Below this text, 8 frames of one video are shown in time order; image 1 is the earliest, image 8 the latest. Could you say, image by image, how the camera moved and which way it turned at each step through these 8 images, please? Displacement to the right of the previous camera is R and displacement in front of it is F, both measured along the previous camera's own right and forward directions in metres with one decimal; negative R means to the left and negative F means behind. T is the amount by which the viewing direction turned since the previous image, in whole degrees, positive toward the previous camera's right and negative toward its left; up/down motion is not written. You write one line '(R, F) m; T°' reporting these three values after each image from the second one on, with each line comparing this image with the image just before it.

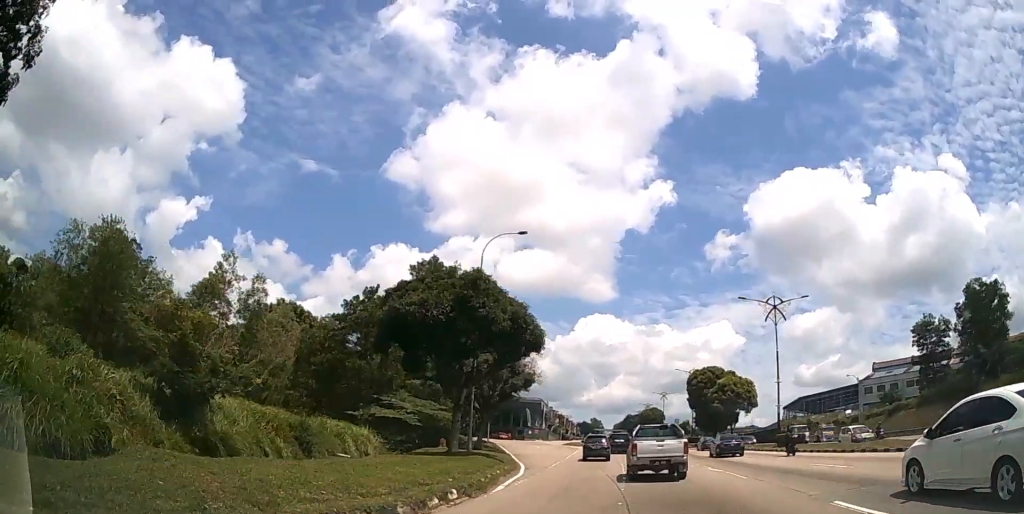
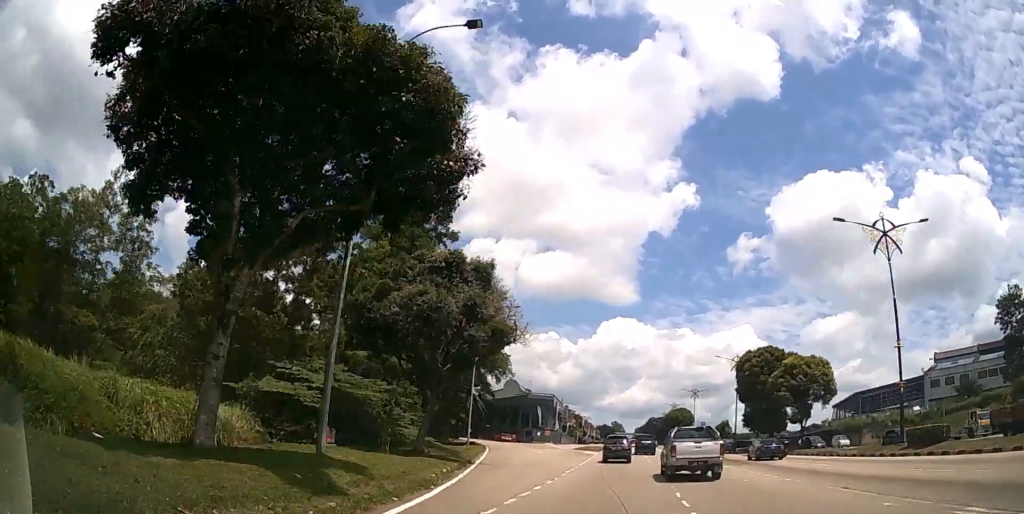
(-0.3, +17.7) m; -1°
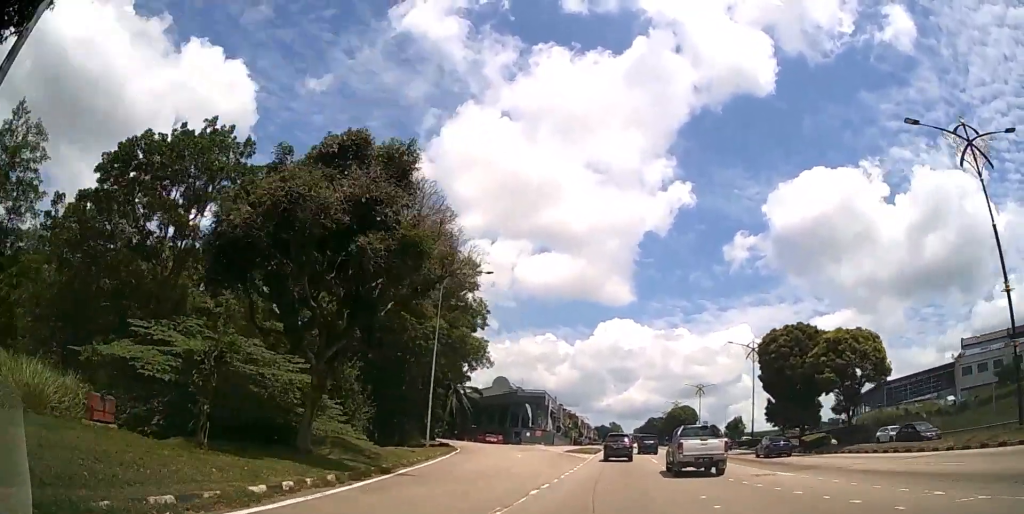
(0.0, +10.0) m; 0°
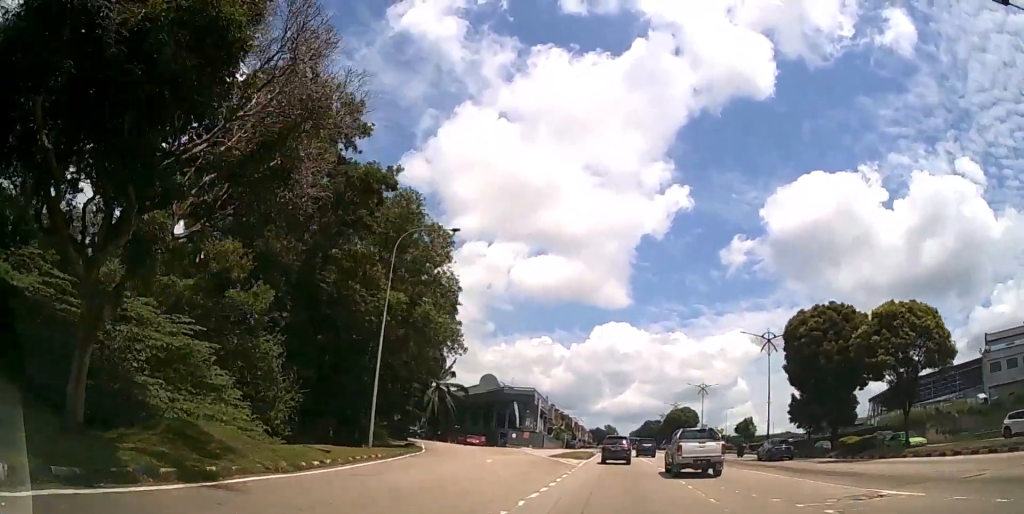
(0.0, +8.6) m; 0°
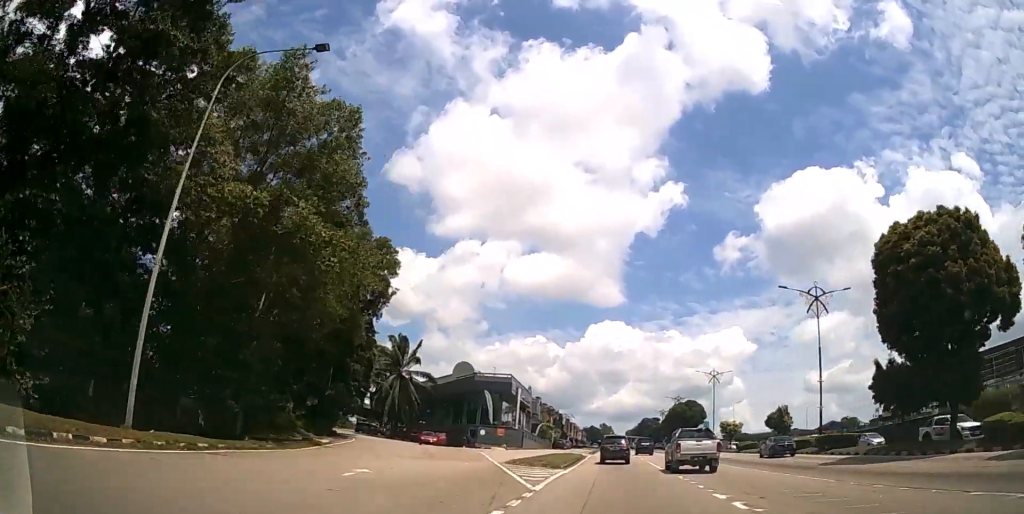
(+0.1, +16.0) m; +1°
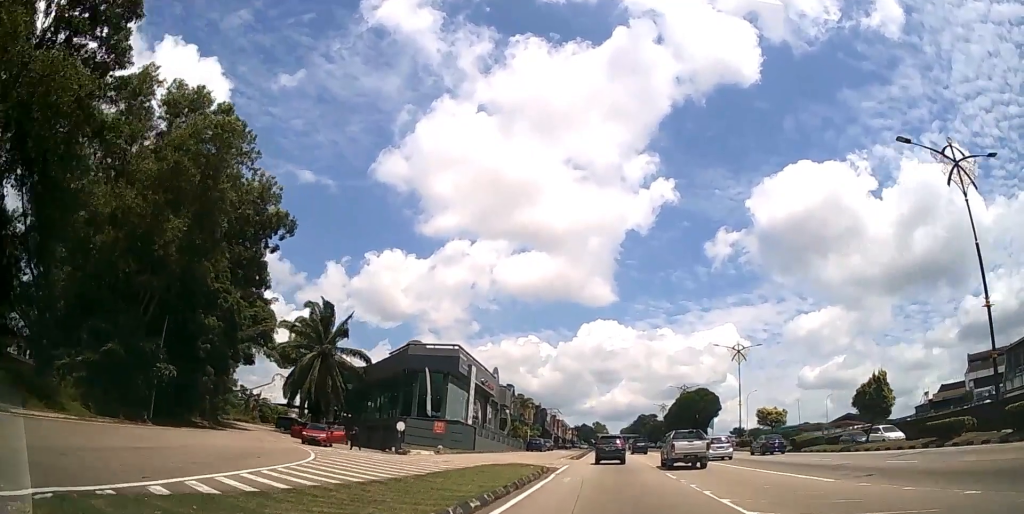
(+0.2, +21.3) m; 0°
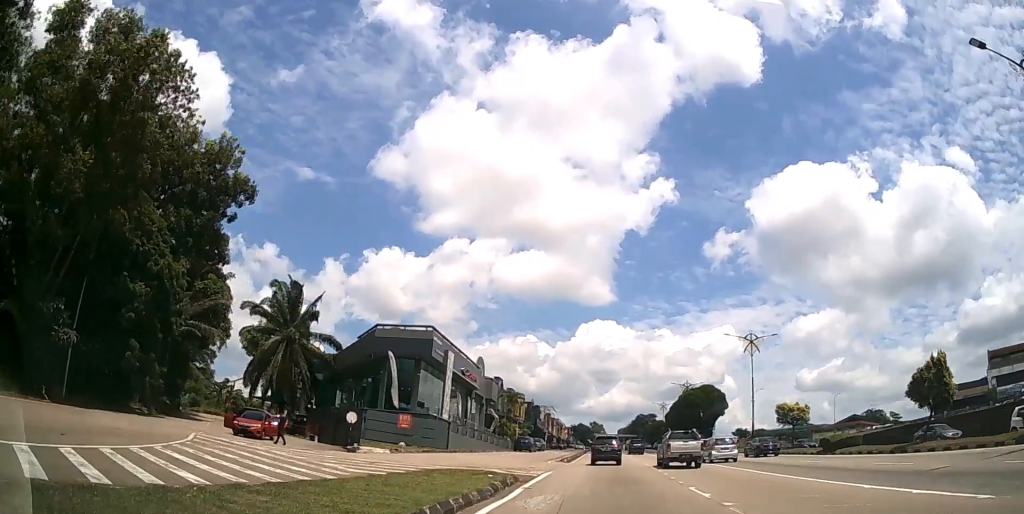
(0.0, +7.1) m; 0°
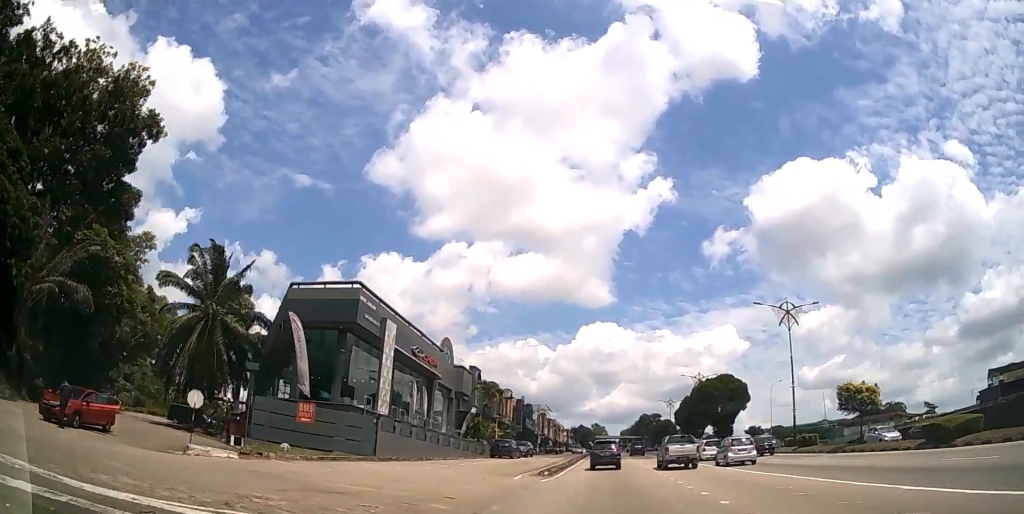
(-0.1, +13.2) m; -1°
